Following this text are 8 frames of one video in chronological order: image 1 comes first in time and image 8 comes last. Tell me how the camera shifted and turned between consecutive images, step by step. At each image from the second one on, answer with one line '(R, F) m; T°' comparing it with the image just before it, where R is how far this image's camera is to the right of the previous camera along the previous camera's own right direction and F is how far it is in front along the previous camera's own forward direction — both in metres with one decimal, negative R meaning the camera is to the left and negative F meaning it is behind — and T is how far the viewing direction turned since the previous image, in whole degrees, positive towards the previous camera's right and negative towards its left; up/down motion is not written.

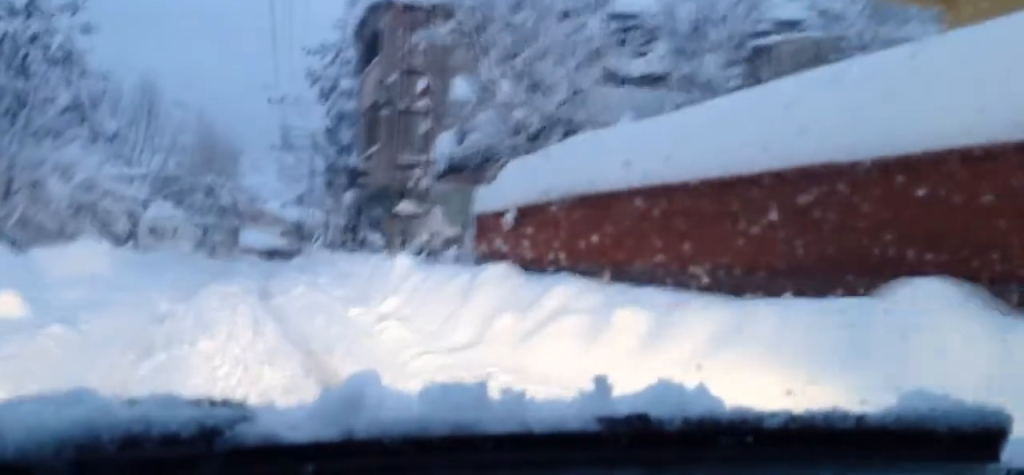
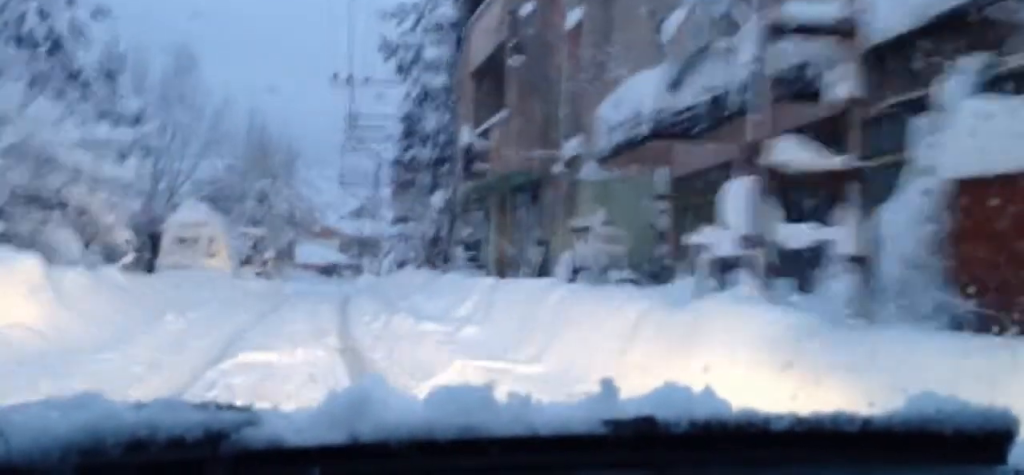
(-1.8, +12.2) m; -10°
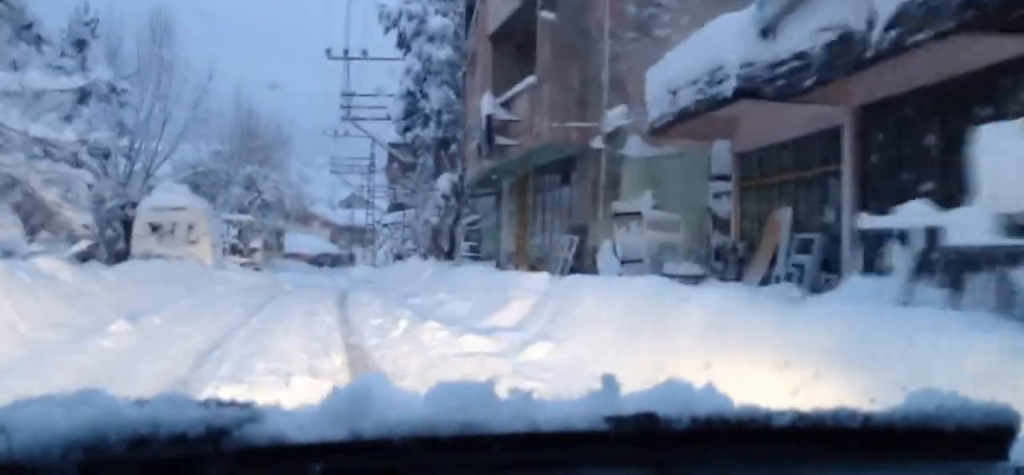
(+0.3, +3.6) m; +2°
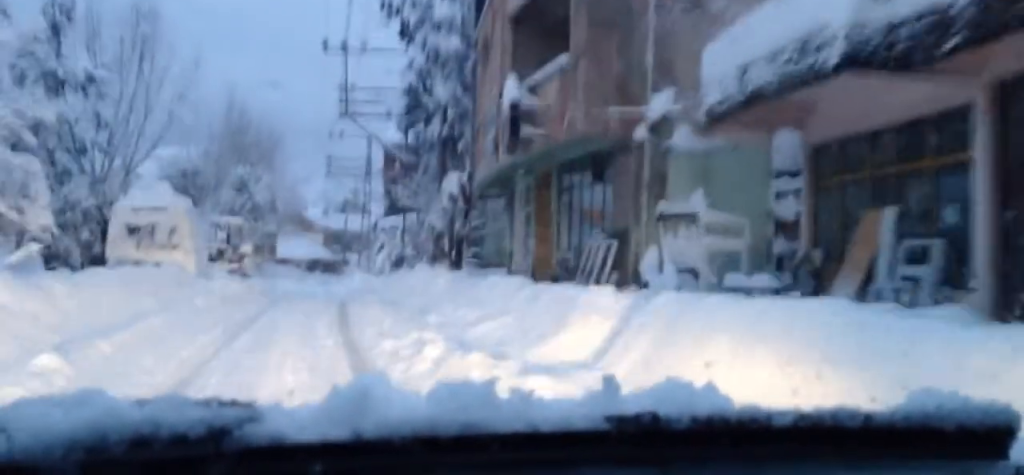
(0.0, +2.8) m; -1°
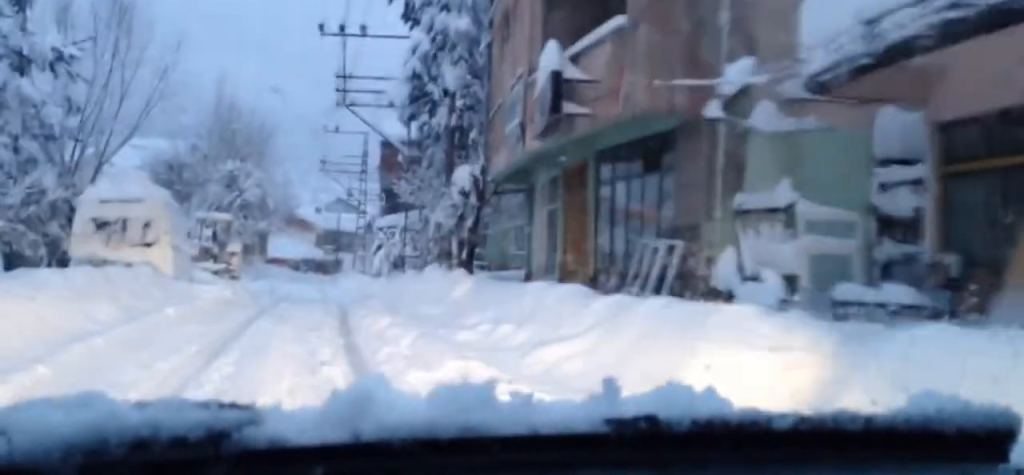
(0.0, +3.3) m; -2°
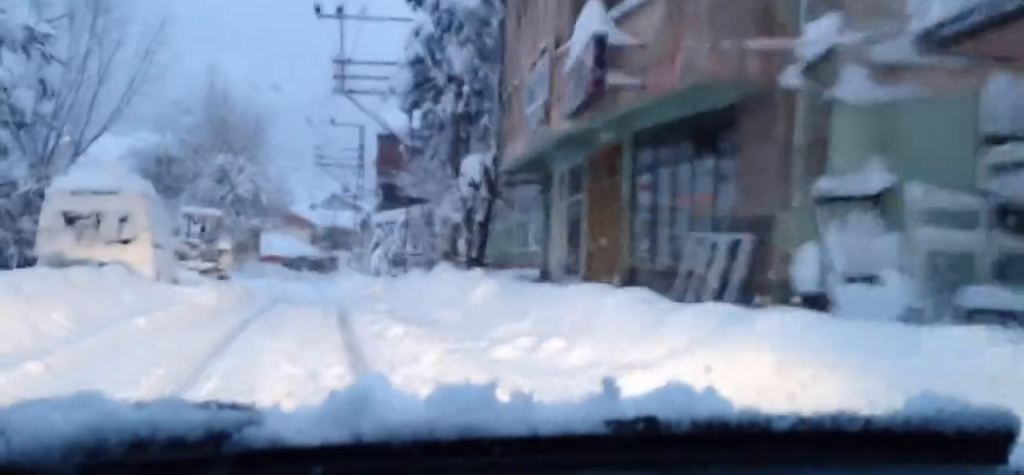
(-0.1, +2.4) m; 0°
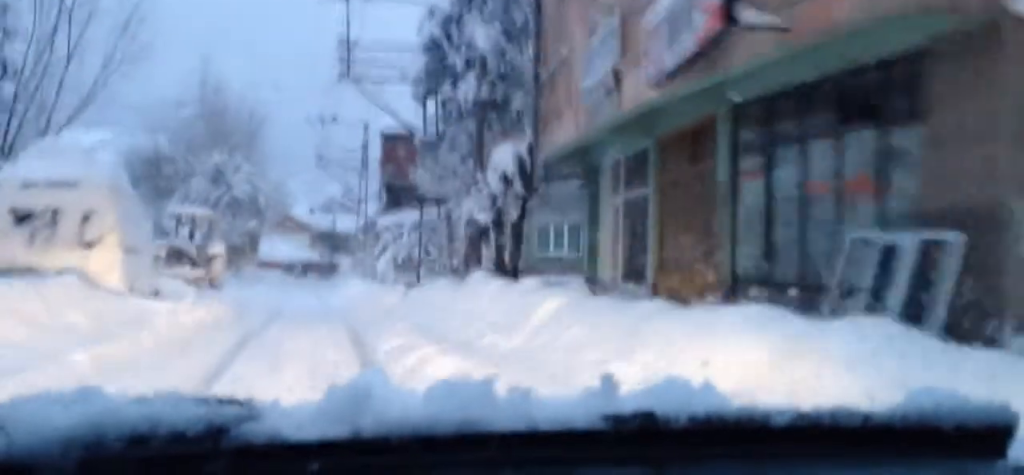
(-0.1, +3.8) m; +1°
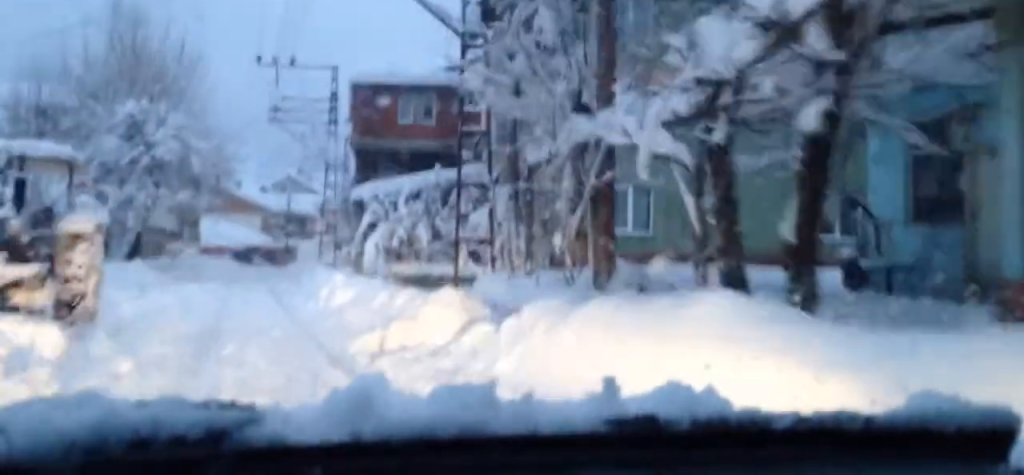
(+0.4, +13.4) m; +3°
